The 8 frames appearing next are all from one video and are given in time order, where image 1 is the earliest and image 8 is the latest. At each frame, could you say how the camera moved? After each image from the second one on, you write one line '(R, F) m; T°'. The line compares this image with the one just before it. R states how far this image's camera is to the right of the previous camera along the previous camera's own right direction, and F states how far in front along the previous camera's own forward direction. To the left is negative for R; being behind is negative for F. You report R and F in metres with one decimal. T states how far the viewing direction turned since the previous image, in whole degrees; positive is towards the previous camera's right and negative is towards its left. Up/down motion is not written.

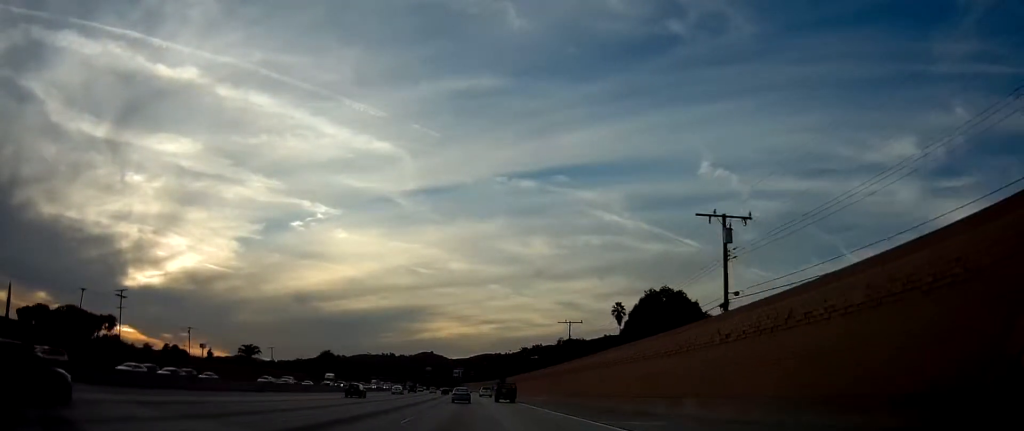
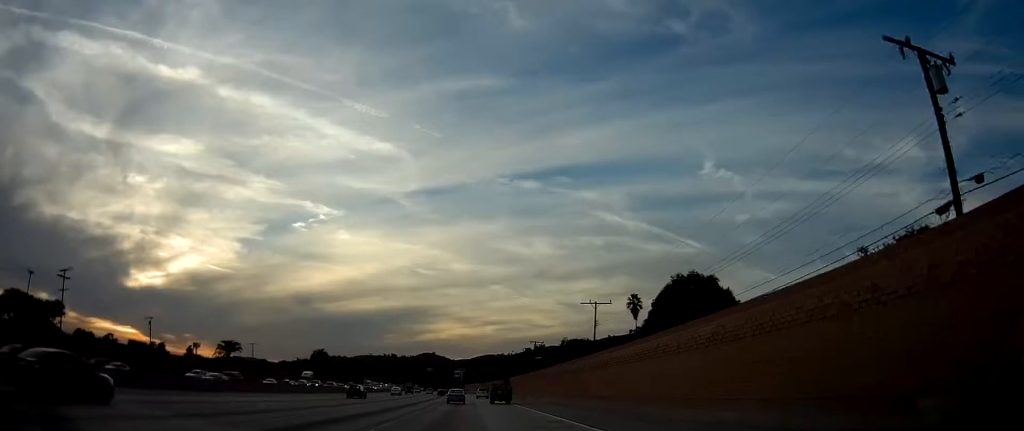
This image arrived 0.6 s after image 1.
(0.0, +16.7) m; 0°
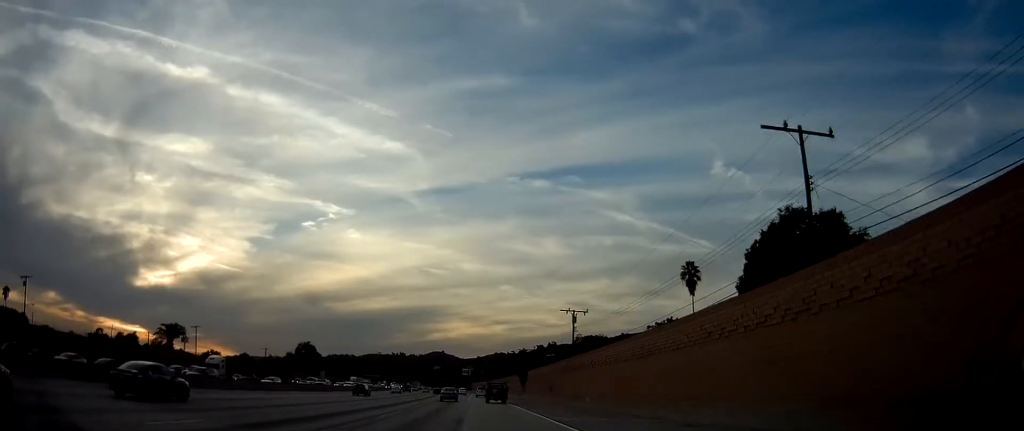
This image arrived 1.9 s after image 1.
(-0.1, +37.9) m; 0°
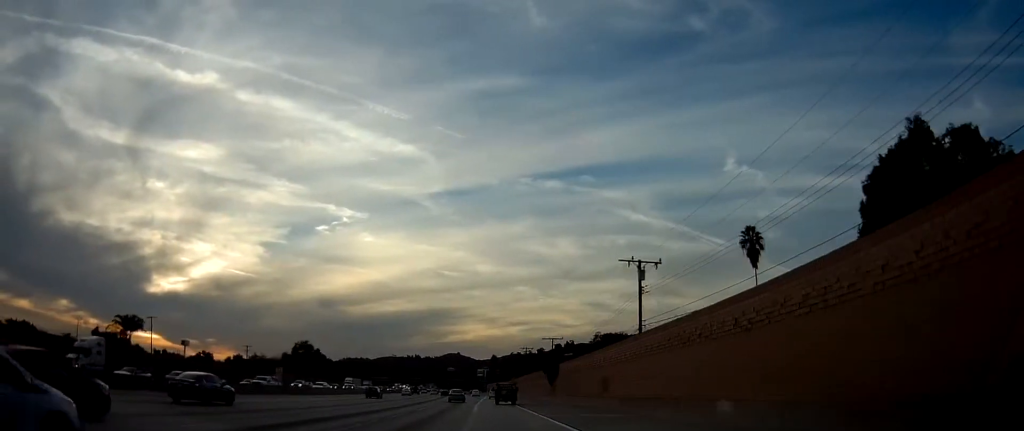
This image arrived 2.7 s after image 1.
(0.0, +23.9) m; -1°
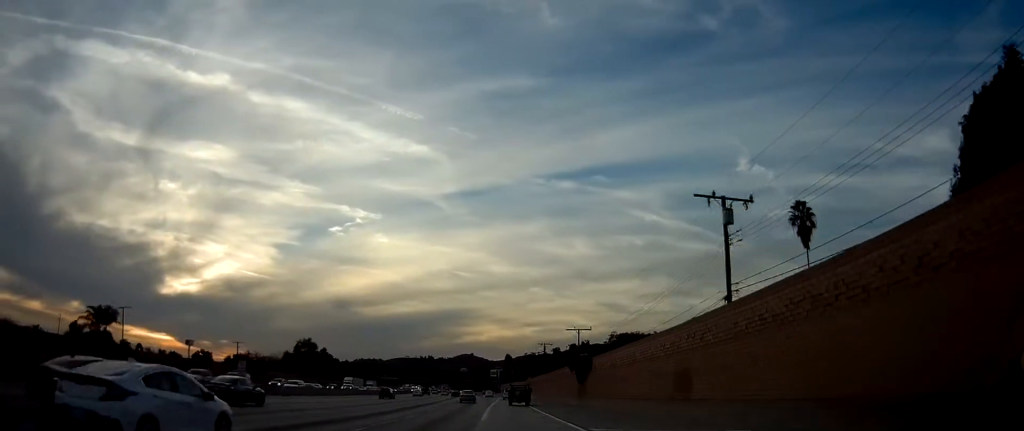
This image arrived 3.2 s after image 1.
(+0.2, +13.3) m; -1°
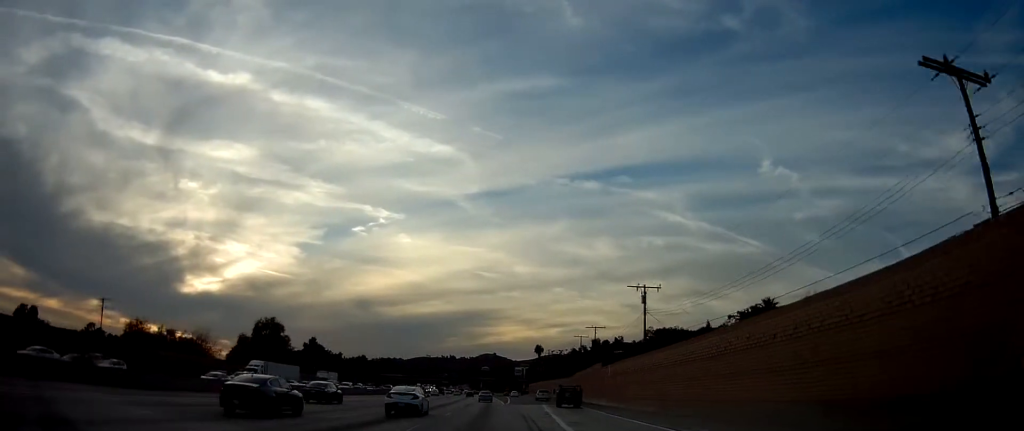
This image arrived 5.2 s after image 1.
(-2.1, +59.1) m; -3°
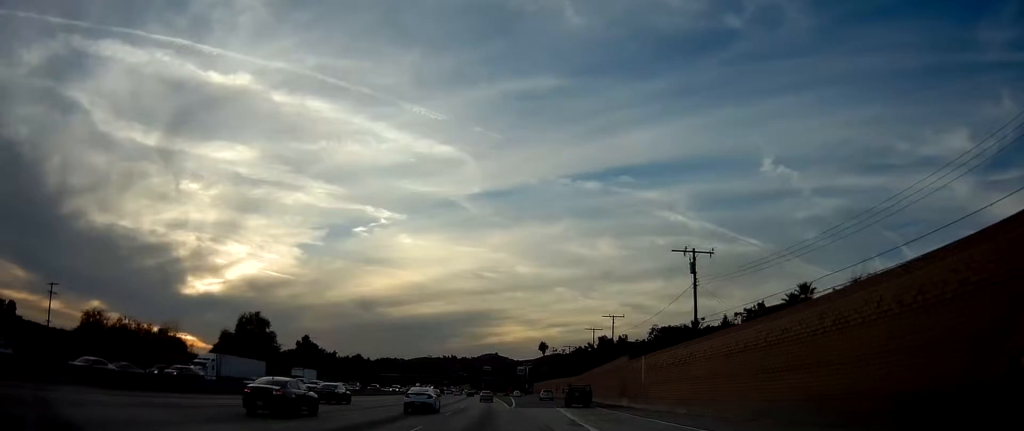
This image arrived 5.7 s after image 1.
(-0.2, +12.7) m; 0°
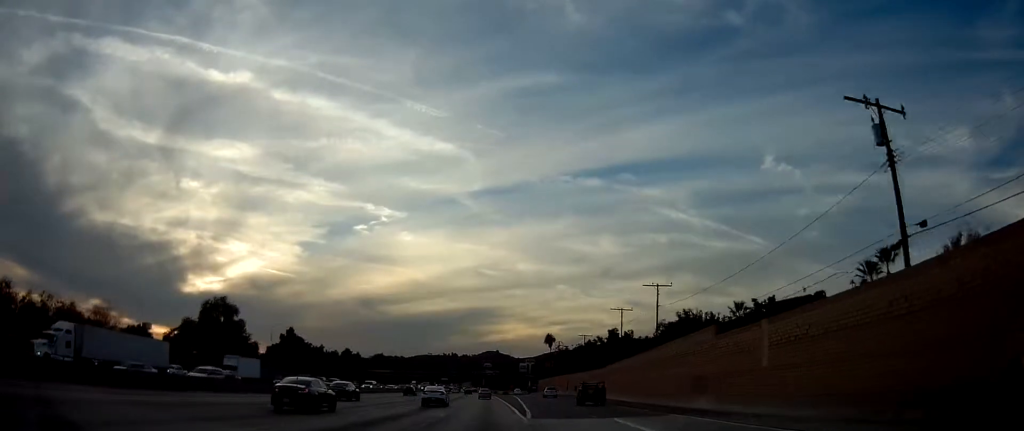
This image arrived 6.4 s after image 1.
(-0.2, +21.5) m; 0°
